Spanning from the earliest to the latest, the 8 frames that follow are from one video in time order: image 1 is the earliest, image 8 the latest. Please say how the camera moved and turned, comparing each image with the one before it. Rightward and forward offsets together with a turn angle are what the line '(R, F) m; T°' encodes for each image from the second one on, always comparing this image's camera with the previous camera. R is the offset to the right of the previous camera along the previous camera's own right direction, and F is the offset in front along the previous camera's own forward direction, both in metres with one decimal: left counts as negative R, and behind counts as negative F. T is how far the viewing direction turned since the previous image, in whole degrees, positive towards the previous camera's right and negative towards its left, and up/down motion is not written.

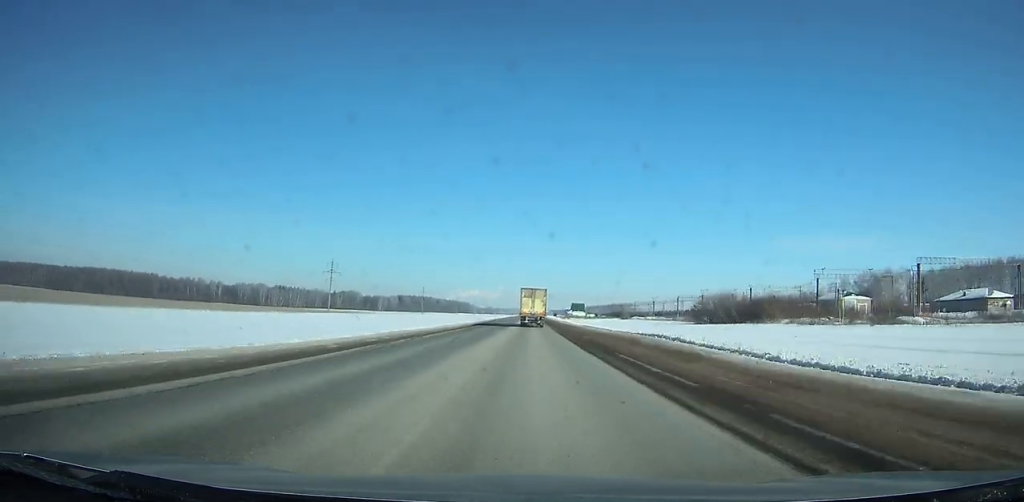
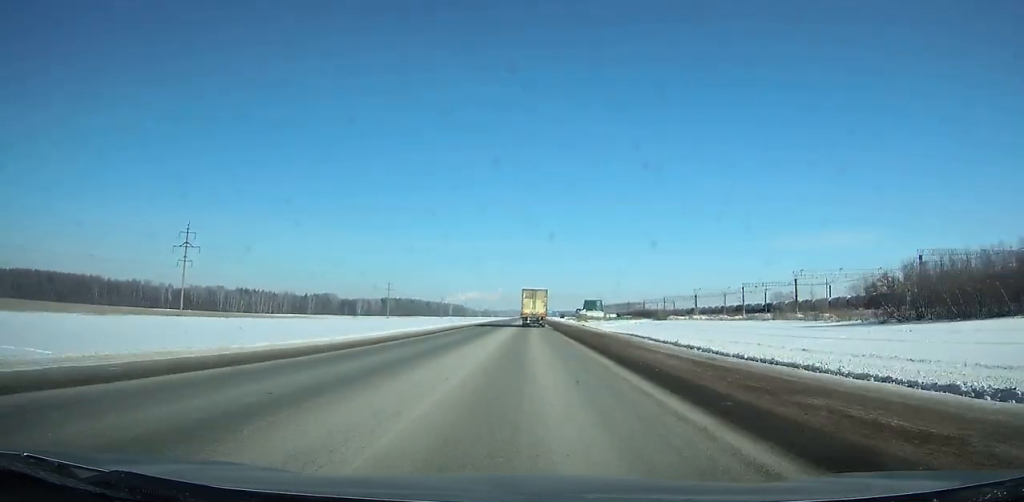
(+0.2, +94.6) m; 0°
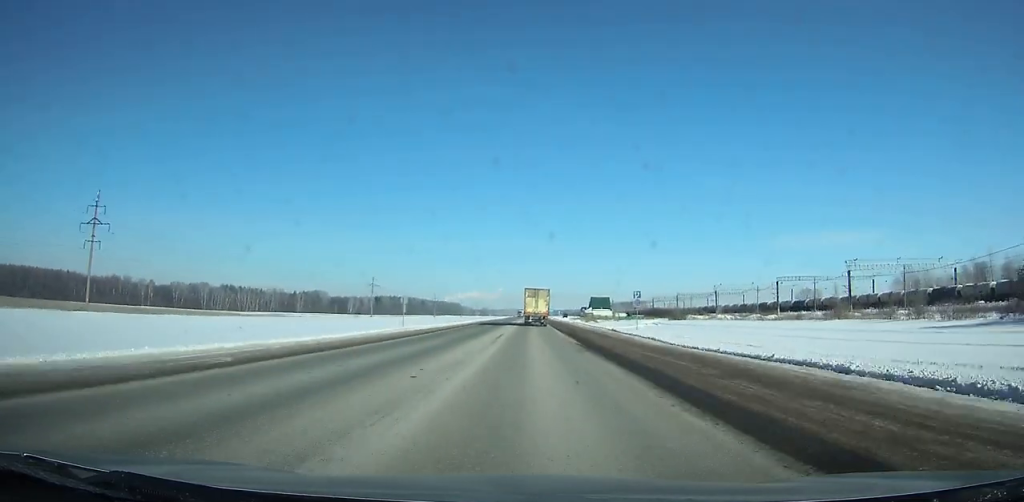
(0.0, +29.9) m; 0°
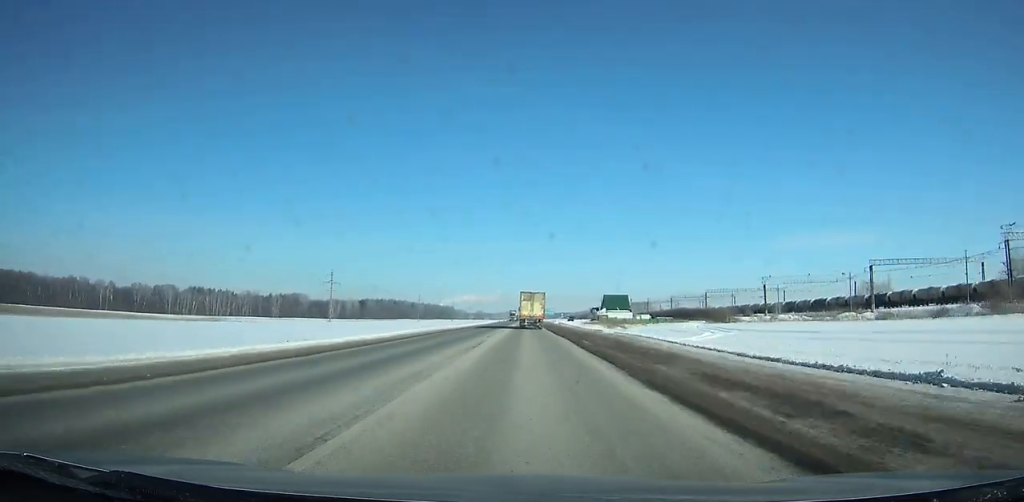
(0.0, +53.6) m; 0°
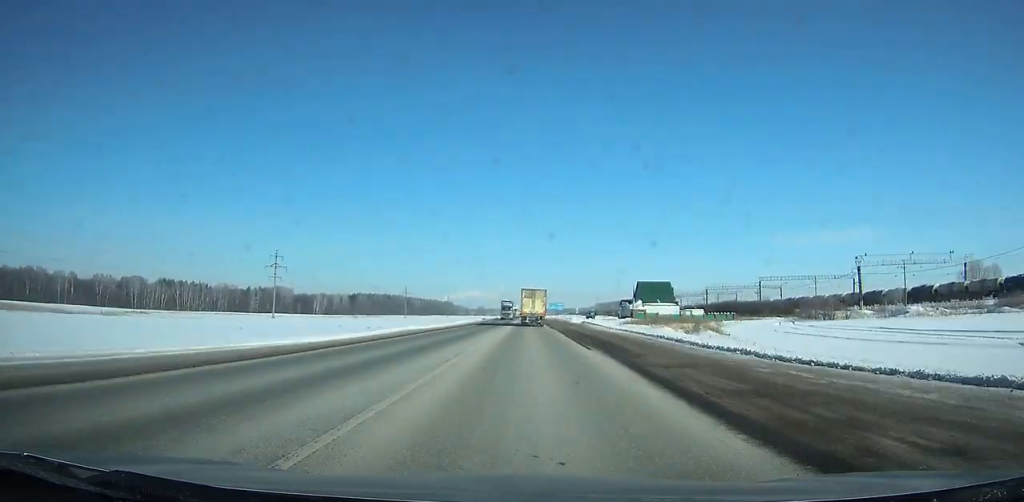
(0.0, +54.3) m; 0°
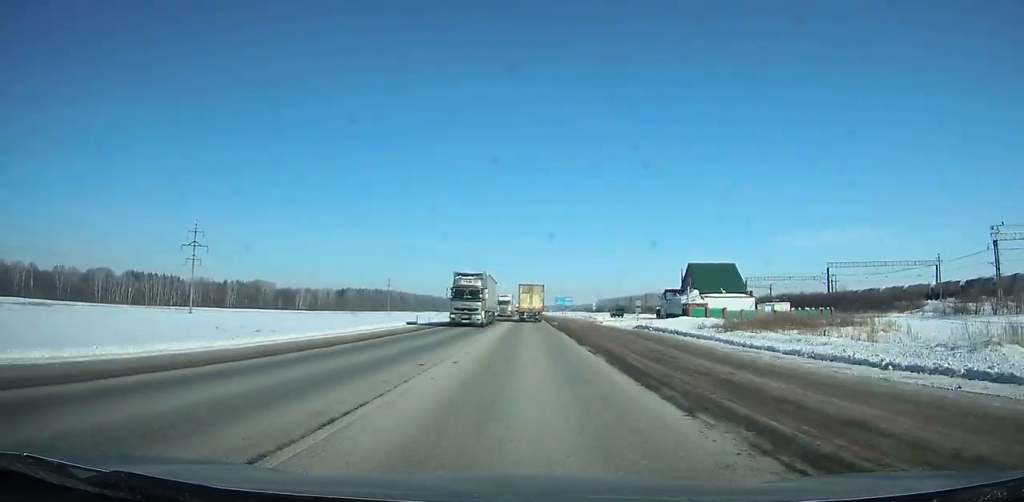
(0.0, +45.4) m; 0°
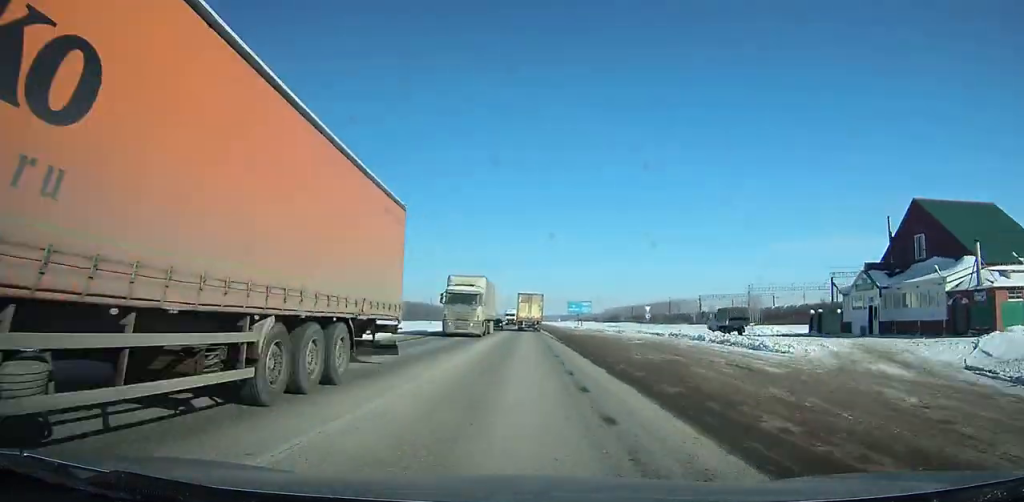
(+0.1, +60.3) m; 0°
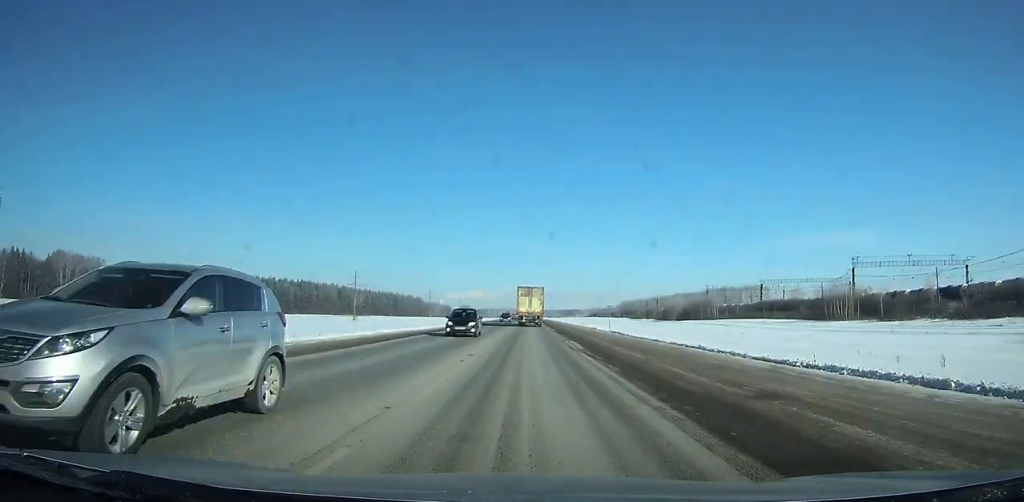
(-0.3, +189.9) m; 0°
